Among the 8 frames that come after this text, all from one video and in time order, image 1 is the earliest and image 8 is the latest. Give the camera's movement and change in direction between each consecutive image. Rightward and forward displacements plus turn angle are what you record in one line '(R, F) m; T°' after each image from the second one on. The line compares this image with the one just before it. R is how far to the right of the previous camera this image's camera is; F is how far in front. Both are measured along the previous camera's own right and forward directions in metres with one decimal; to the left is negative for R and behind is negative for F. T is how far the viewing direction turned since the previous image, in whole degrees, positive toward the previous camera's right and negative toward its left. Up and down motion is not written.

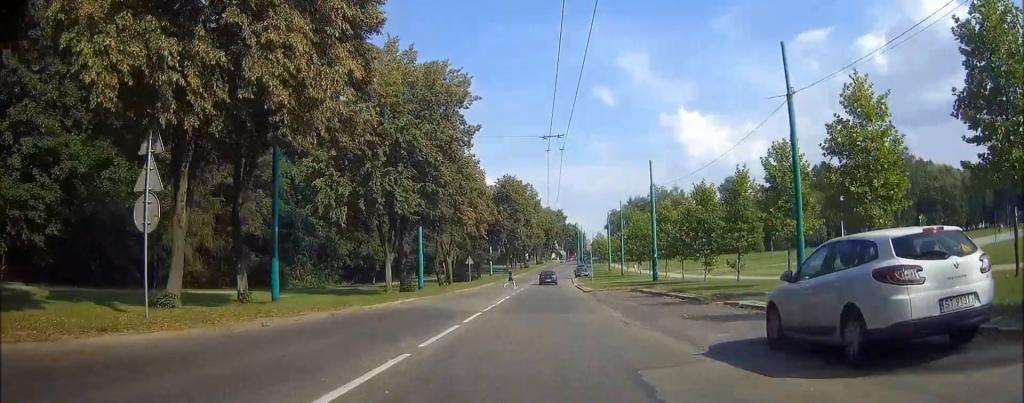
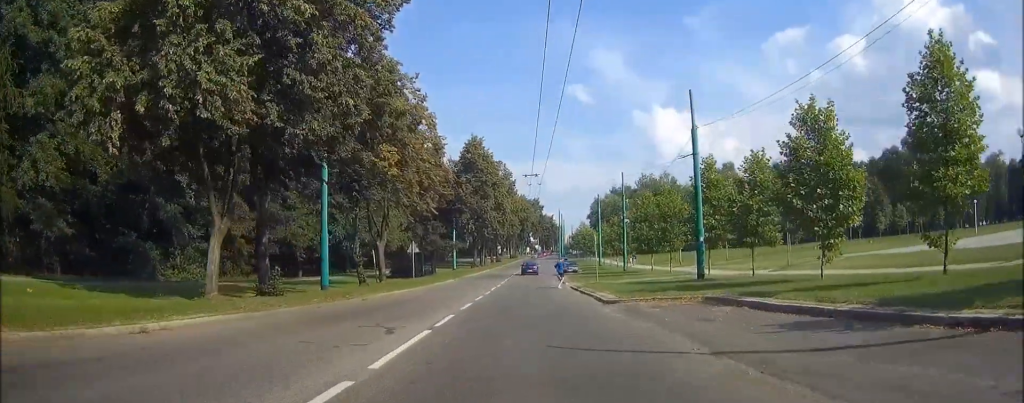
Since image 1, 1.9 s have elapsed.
(+0.6, +21.7) m; +1°
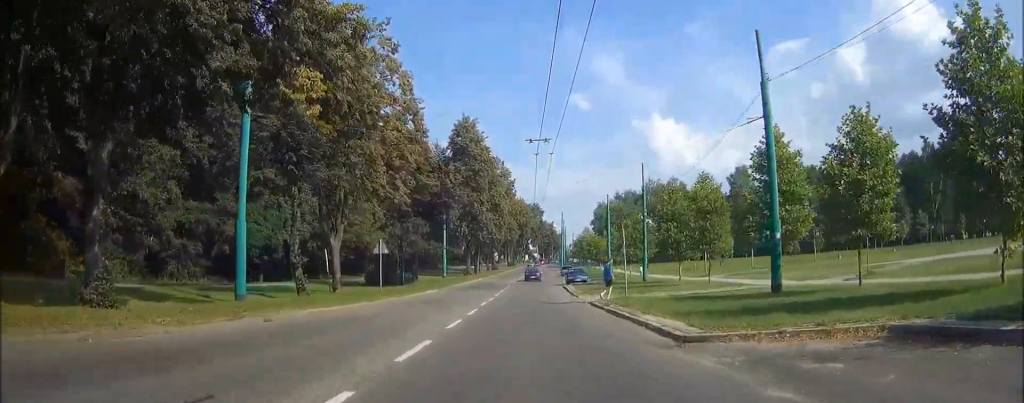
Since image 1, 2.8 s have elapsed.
(0.0, +11.4) m; 0°
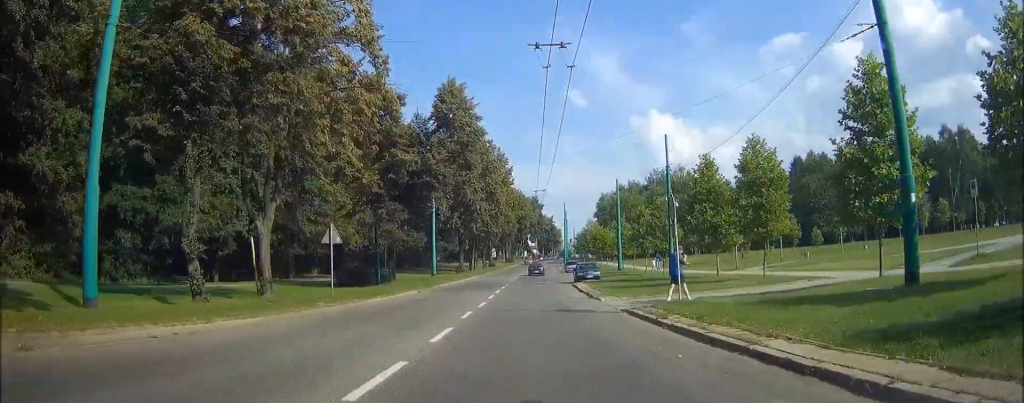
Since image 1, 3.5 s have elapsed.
(0.0, +9.8) m; 0°
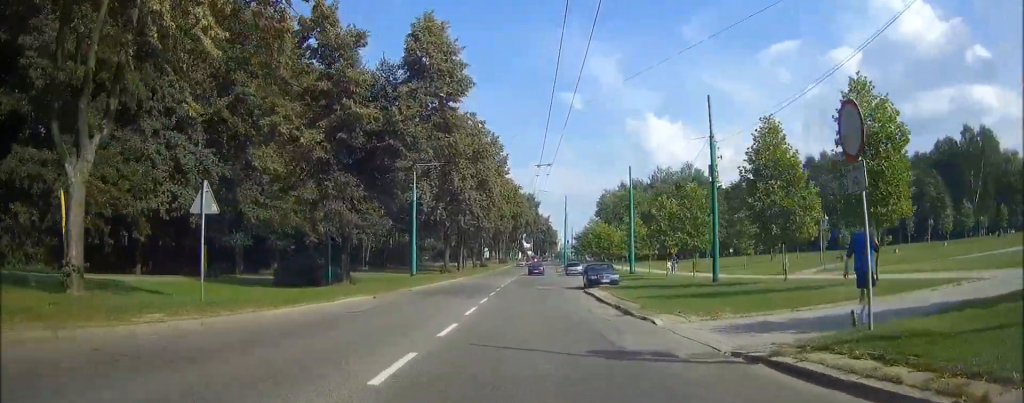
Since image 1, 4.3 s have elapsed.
(0.0, +11.1) m; 0°
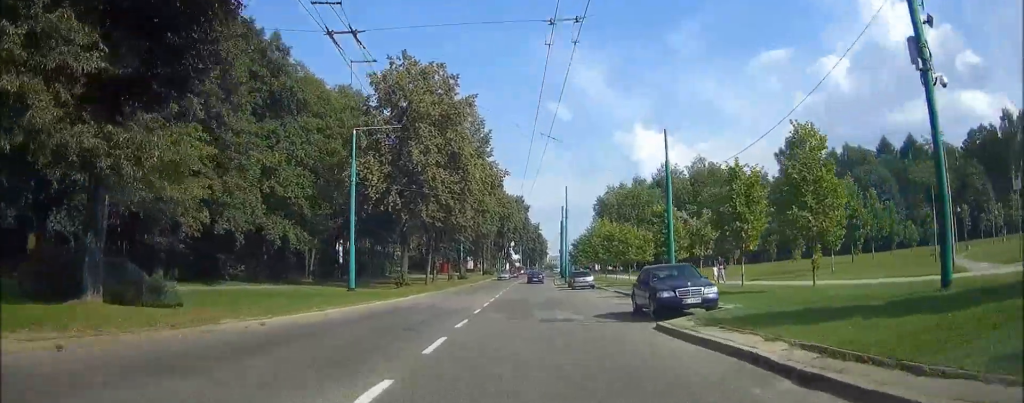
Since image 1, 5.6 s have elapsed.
(+0.2, +19.5) m; +1°
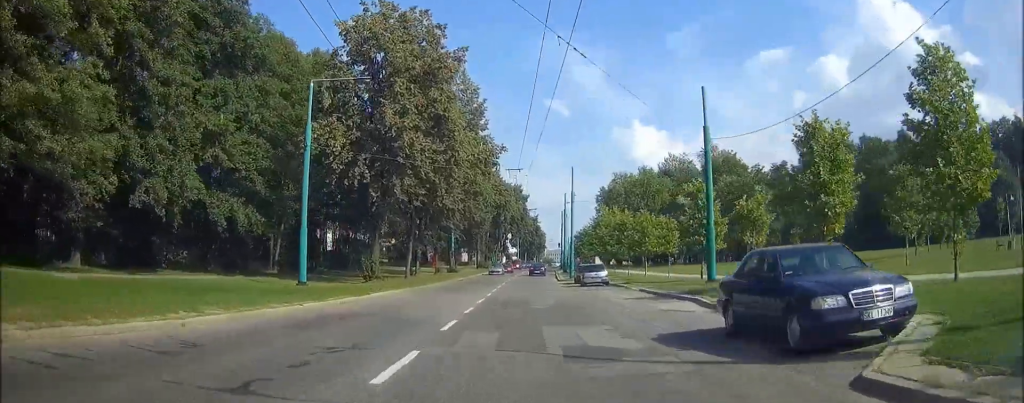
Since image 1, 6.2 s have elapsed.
(+0.1, +9.1) m; +1°
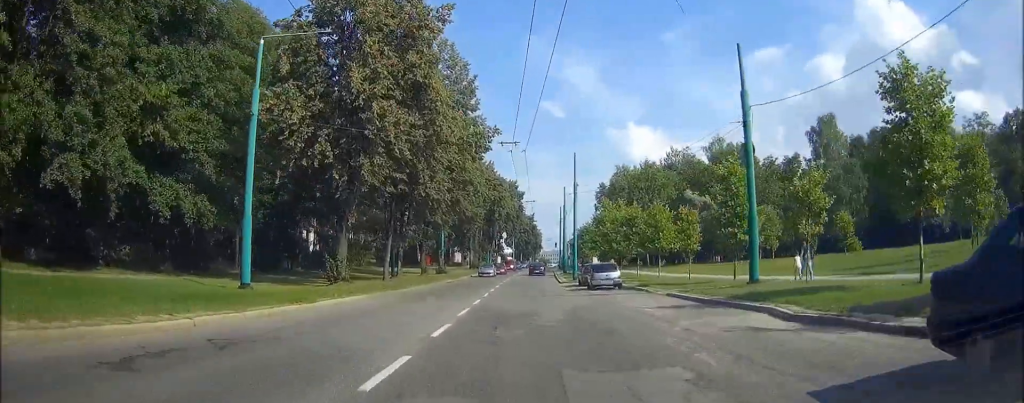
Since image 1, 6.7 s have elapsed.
(0.0, +6.6) m; 0°
